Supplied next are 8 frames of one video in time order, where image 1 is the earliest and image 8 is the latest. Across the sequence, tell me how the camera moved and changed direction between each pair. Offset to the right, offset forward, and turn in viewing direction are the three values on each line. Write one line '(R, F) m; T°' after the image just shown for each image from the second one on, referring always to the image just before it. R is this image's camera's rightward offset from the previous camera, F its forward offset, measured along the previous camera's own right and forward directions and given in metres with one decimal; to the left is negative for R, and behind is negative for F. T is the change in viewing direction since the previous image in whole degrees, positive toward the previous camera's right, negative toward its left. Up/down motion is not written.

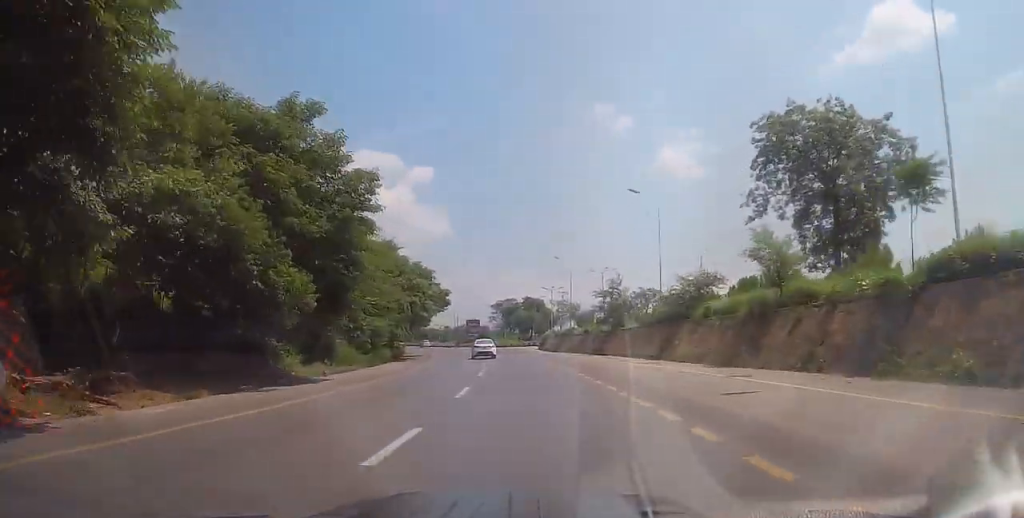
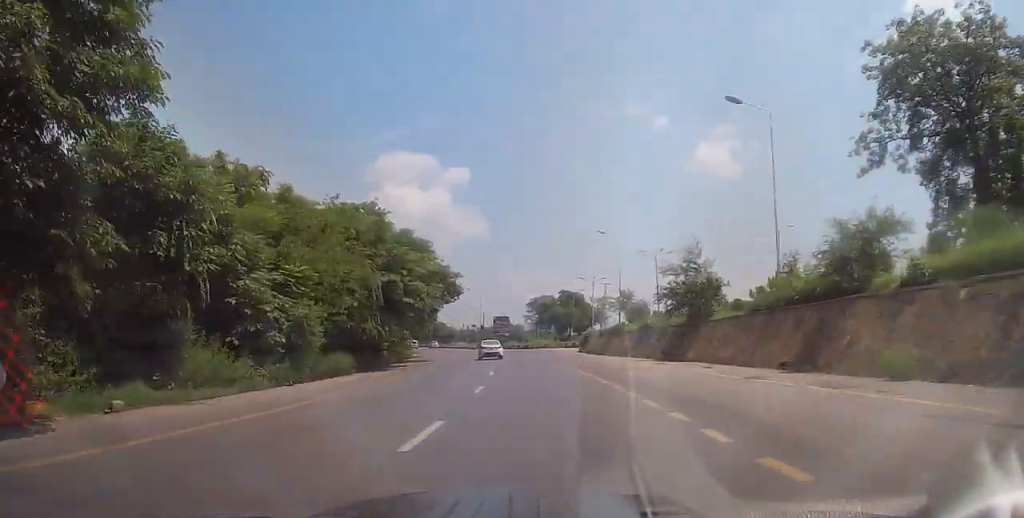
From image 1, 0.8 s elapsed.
(-0.4, +16.4) m; -3°
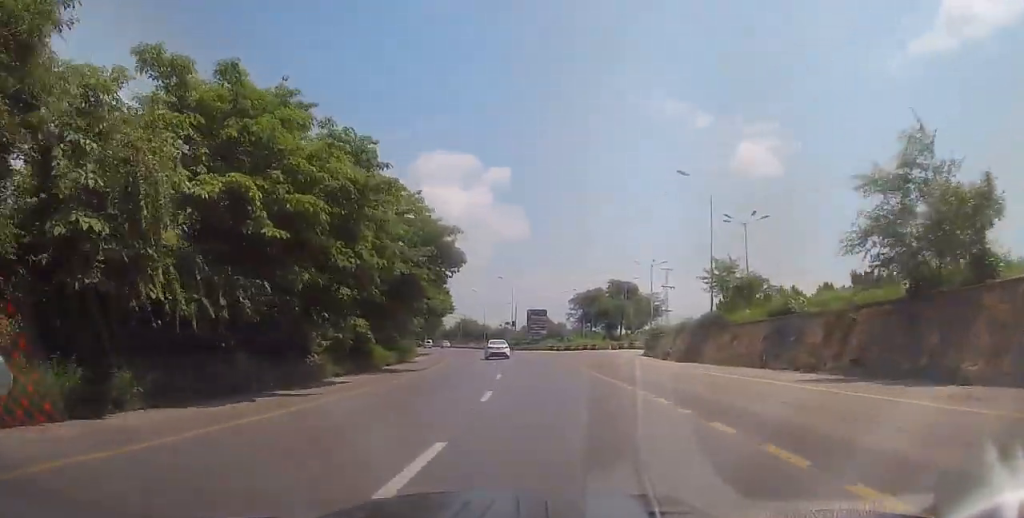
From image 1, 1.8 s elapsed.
(-0.5, +19.5) m; -3°
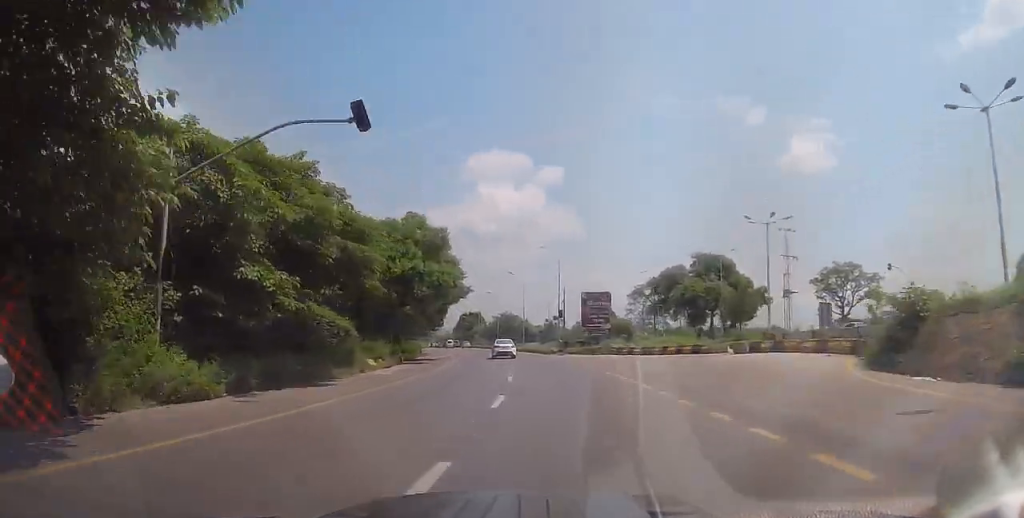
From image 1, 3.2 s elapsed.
(-1.1, +26.8) m; -5°
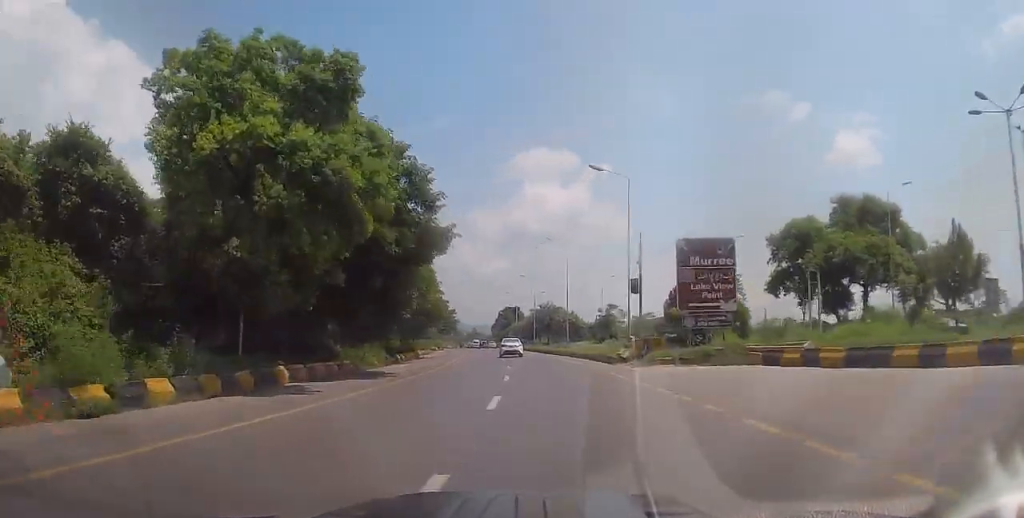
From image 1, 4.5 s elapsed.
(-0.7, +26.3) m; -3°
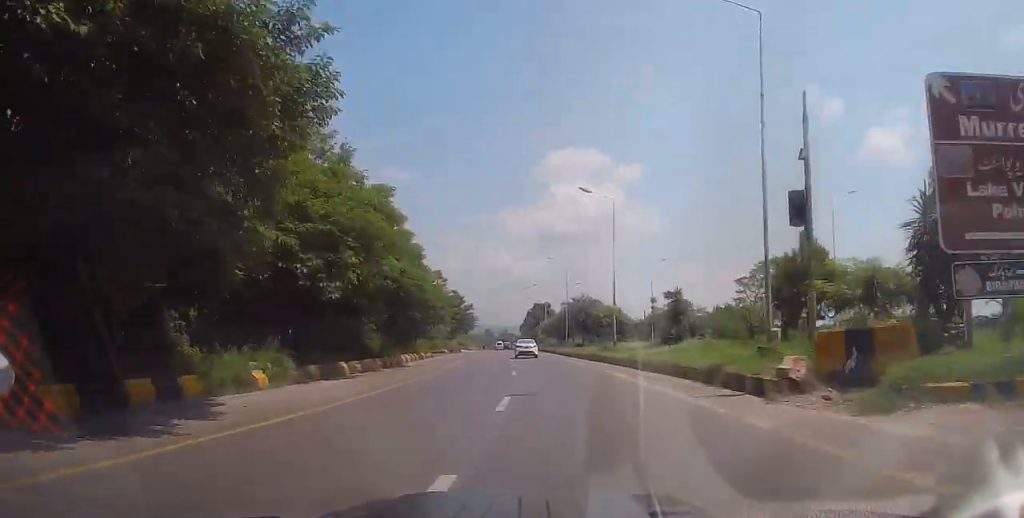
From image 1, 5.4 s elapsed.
(-0.4, +17.2) m; -4°
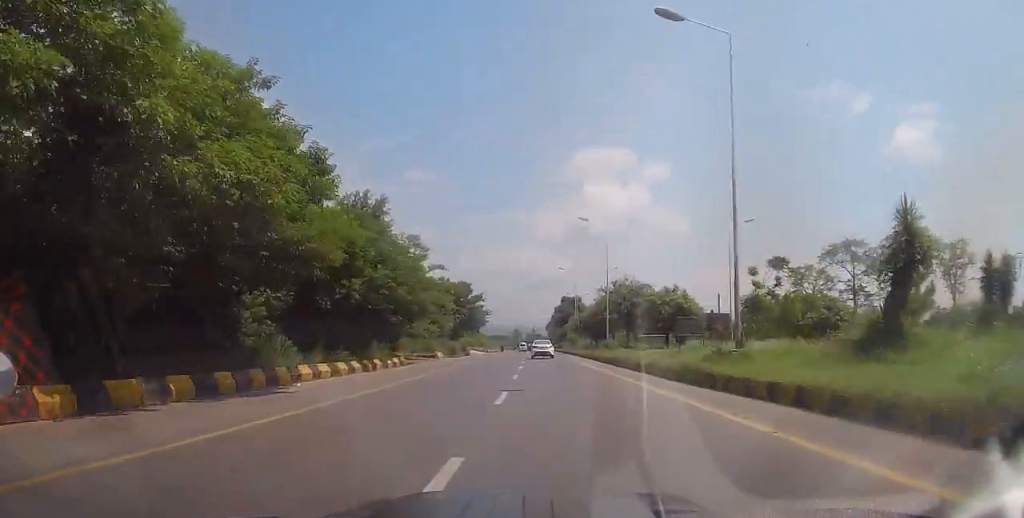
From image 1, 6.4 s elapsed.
(-1.1, +20.5) m; -3°
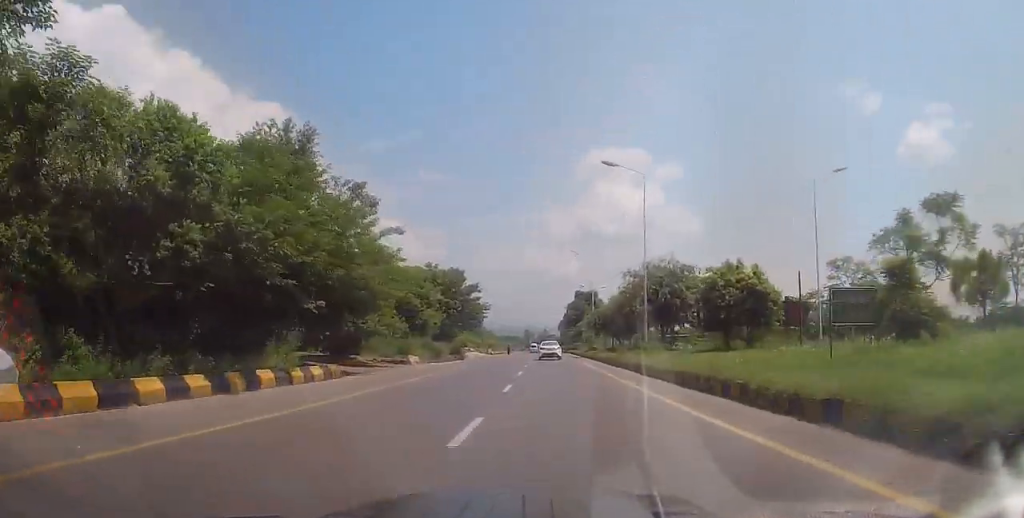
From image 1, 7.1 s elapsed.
(0.0, +13.9) m; -1°
